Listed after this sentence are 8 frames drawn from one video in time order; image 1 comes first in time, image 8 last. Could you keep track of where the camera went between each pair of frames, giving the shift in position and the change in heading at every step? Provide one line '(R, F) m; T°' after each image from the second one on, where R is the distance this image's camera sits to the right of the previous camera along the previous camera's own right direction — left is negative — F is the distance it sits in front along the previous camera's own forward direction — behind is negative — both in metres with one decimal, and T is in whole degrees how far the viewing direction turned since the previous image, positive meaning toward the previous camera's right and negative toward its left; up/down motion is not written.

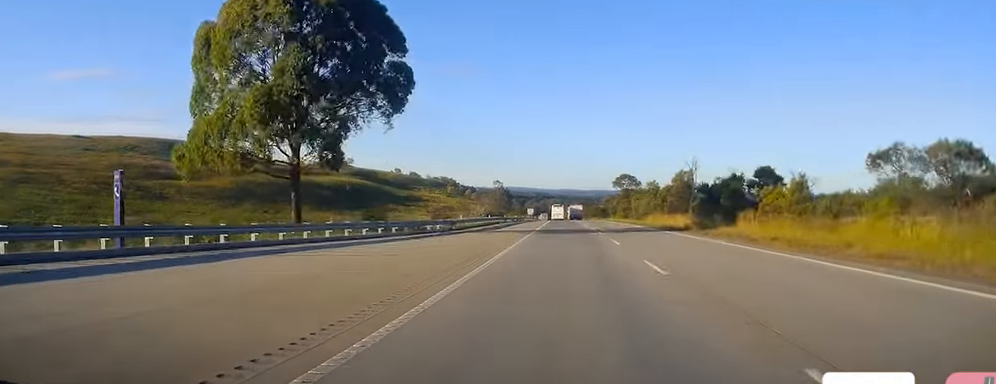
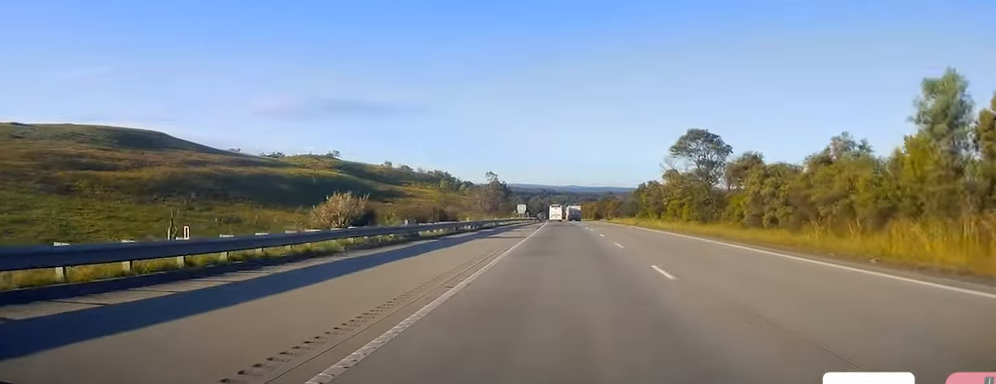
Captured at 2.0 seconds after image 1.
(-0.9, +60.1) m; +1°
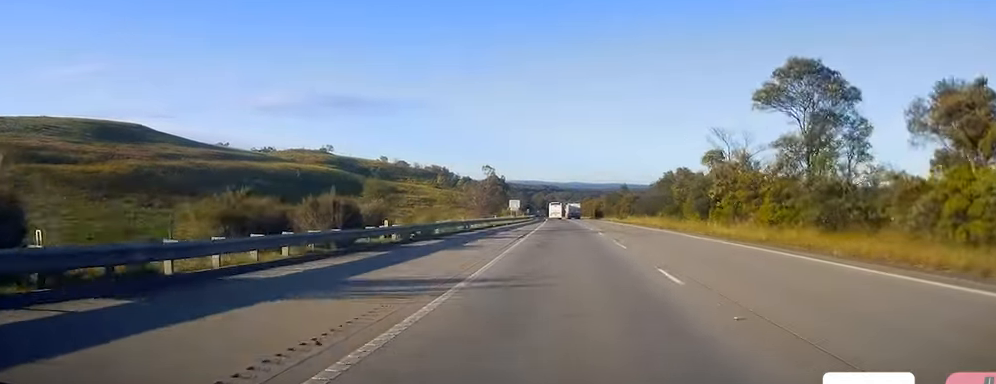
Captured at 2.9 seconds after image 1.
(+0.2, +24.8) m; -1°
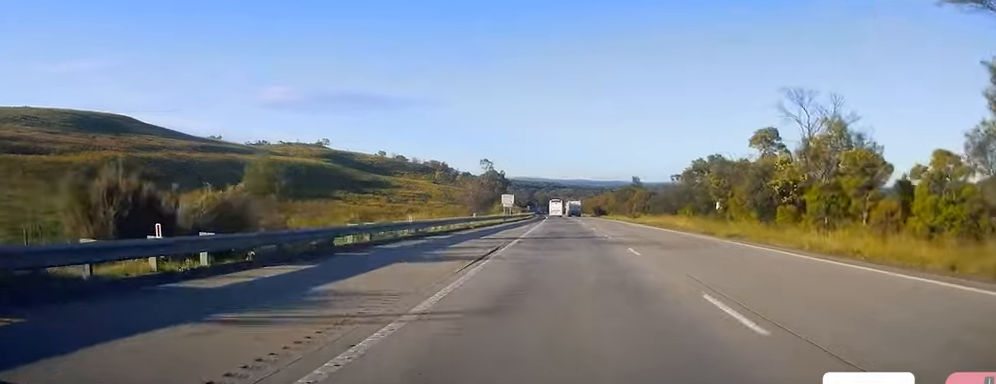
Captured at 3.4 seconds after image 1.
(-0.2, +16.9) m; -1°
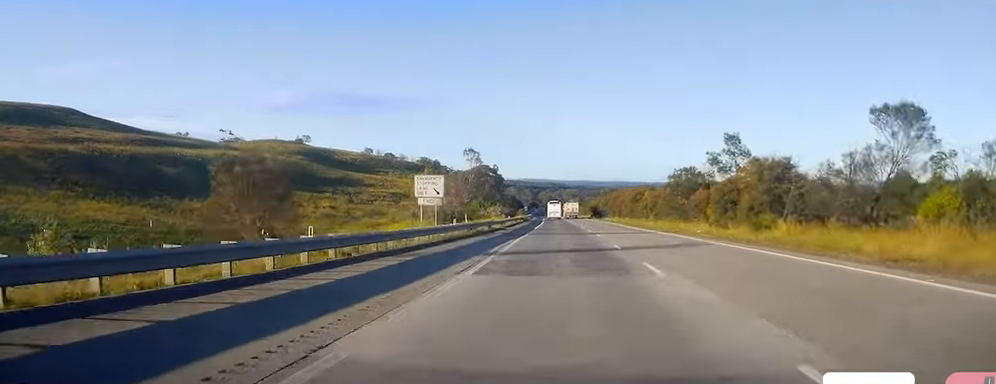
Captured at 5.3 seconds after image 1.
(-0.3, +55.0) m; 0°
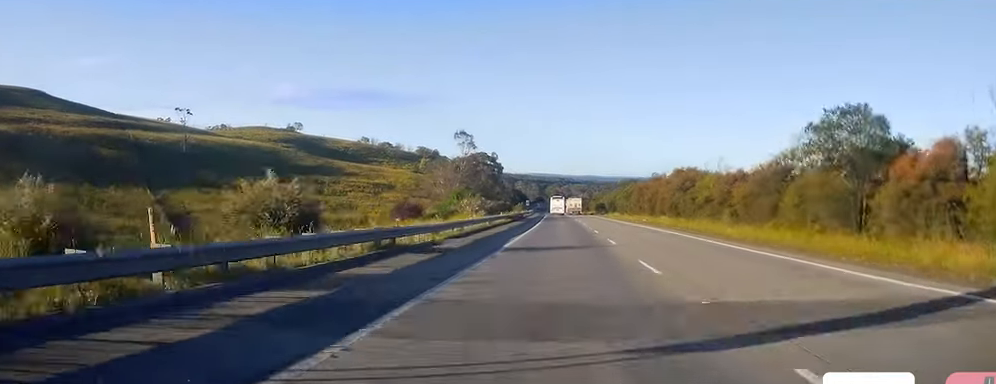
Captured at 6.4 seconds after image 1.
(-0.3, +33.4) m; -1°
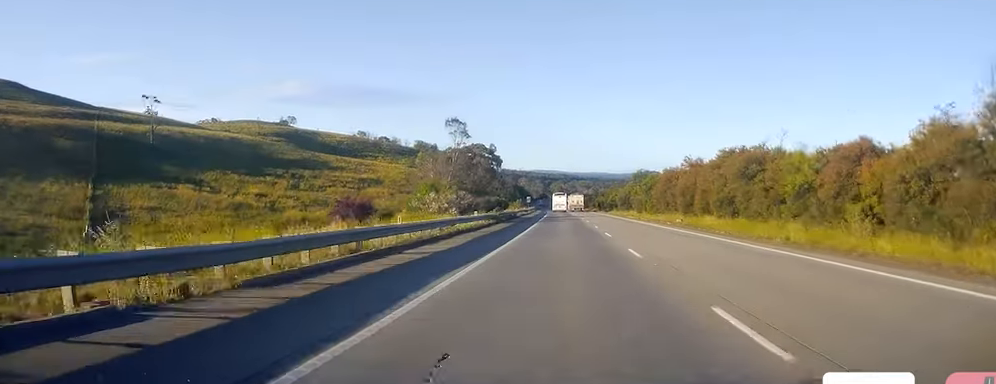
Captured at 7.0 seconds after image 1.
(-0.4, +20.2) m; 0°
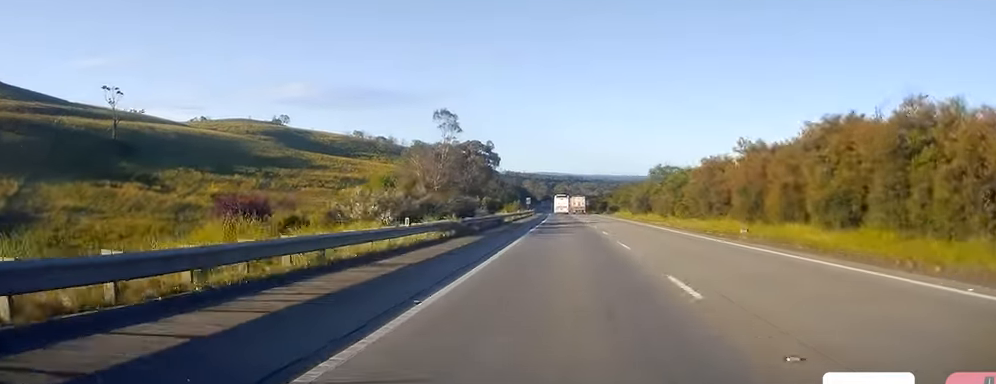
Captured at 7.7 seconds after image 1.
(+0.1, +19.2) m; 0°
